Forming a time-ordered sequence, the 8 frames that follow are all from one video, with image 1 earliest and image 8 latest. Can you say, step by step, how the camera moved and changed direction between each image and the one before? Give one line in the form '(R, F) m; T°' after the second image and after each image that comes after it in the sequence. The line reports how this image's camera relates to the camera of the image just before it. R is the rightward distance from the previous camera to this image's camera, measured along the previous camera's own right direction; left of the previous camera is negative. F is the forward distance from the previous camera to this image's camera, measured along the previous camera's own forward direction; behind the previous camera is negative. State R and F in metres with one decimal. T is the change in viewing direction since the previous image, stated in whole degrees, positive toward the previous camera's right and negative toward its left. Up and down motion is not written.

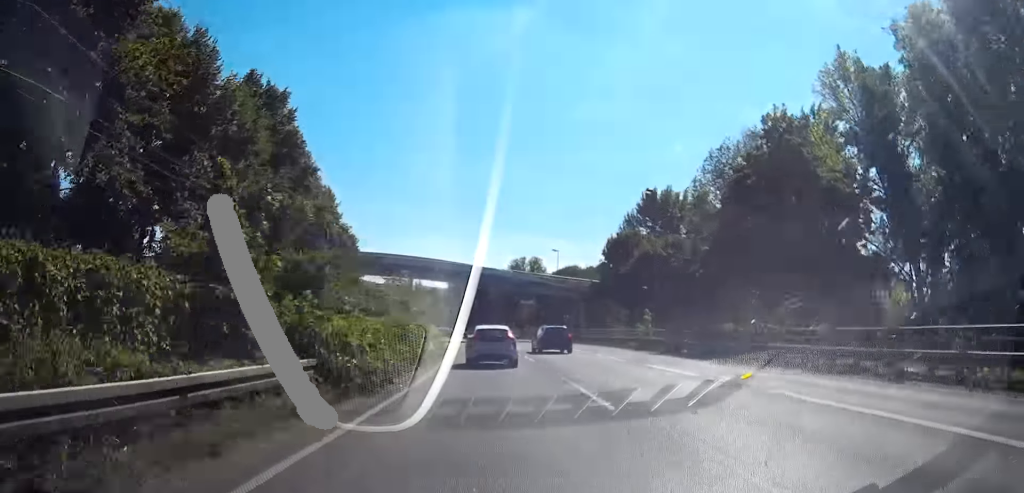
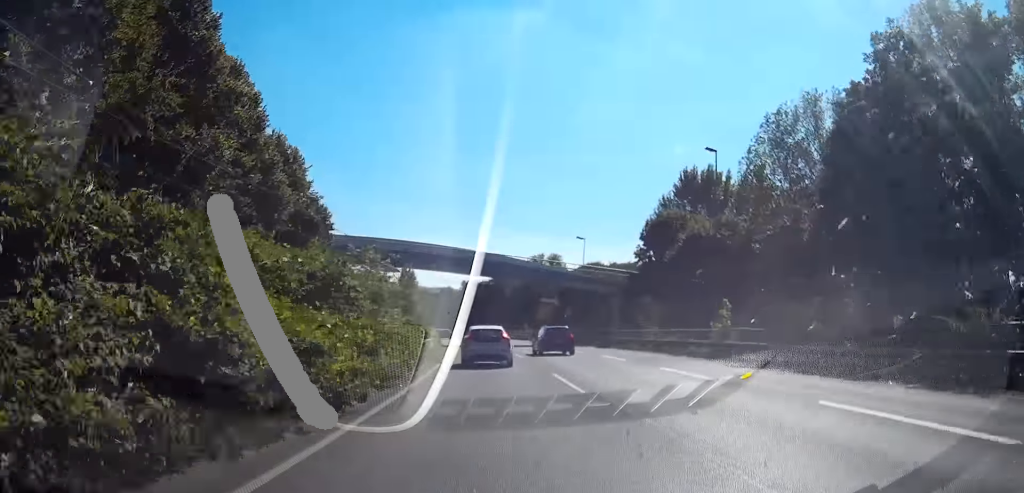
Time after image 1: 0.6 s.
(-0.4, +14.4) m; -1°
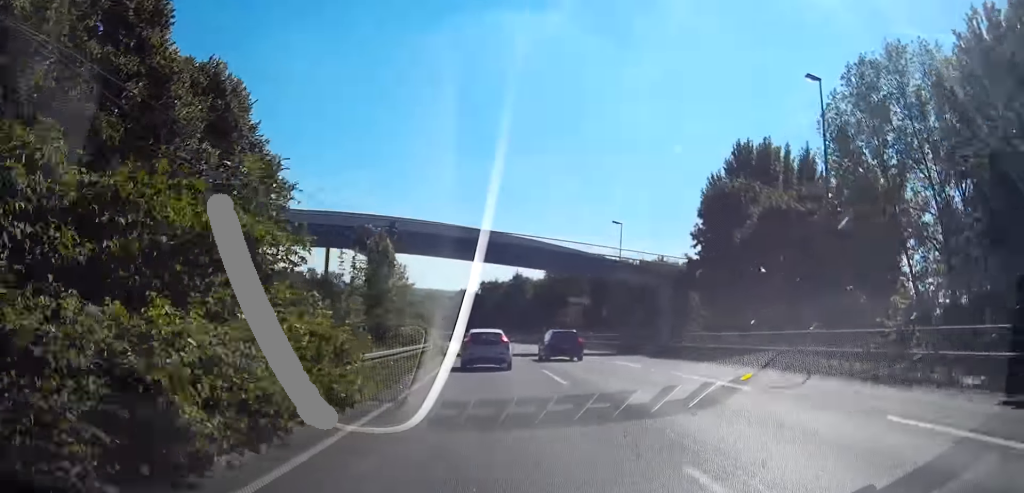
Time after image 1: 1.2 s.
(-0.2, +14.5) m; -1°
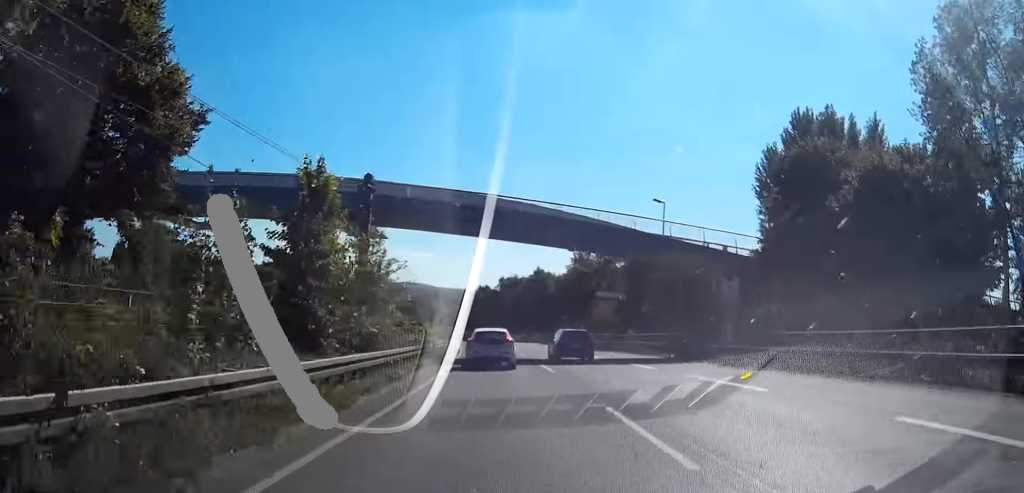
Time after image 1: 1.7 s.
(0.0, +12.2) m; 0°
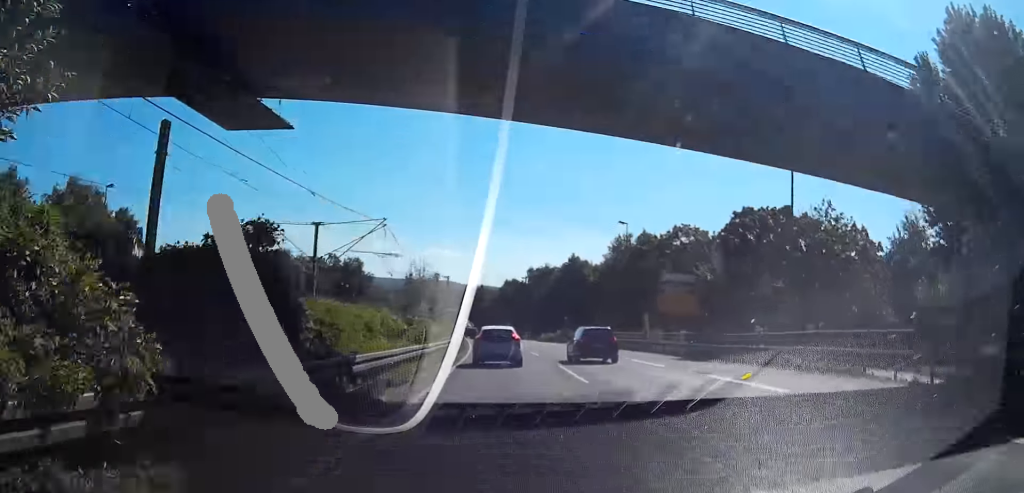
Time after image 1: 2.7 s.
(-0.1, +24.8) m; -1°
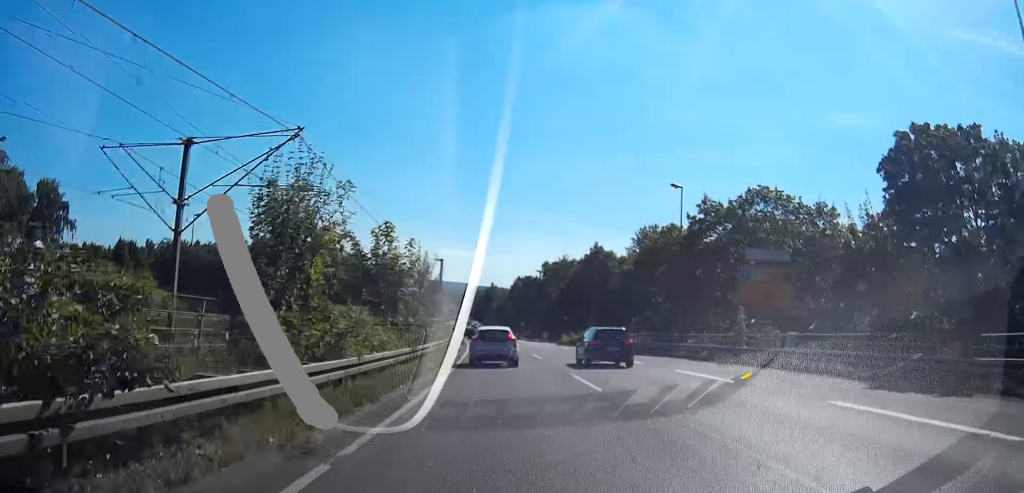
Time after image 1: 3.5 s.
(-0.3, +21.2) m; -1°
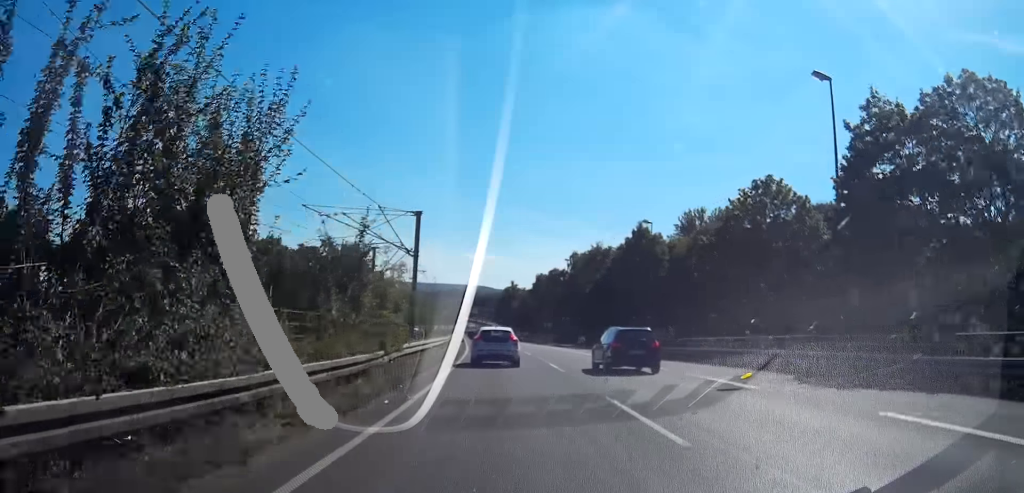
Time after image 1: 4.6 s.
(-0.4, +27.6) m; -2°
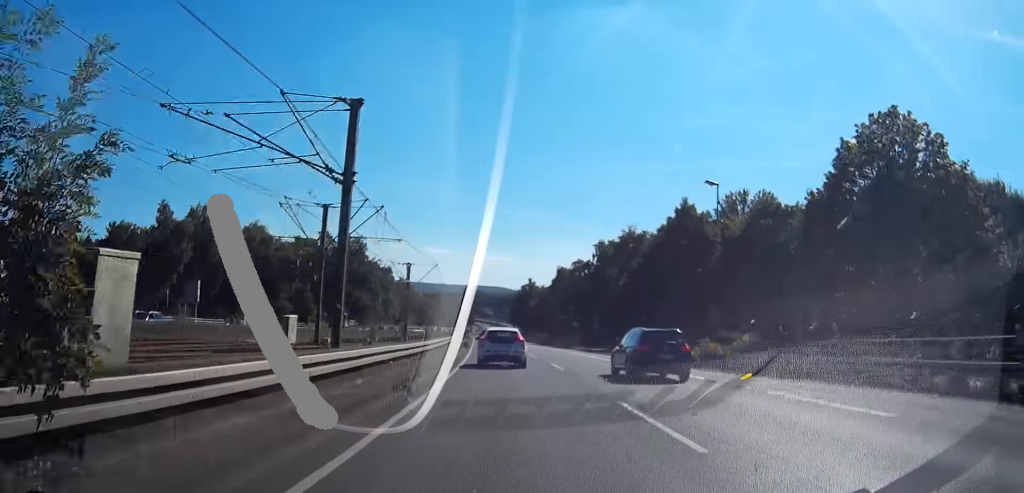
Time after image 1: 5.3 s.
(-0.2, +19.1) m; 0°
